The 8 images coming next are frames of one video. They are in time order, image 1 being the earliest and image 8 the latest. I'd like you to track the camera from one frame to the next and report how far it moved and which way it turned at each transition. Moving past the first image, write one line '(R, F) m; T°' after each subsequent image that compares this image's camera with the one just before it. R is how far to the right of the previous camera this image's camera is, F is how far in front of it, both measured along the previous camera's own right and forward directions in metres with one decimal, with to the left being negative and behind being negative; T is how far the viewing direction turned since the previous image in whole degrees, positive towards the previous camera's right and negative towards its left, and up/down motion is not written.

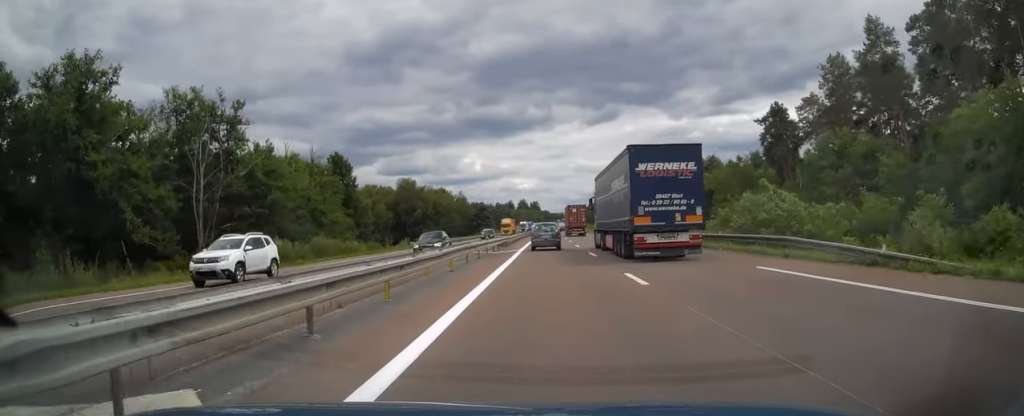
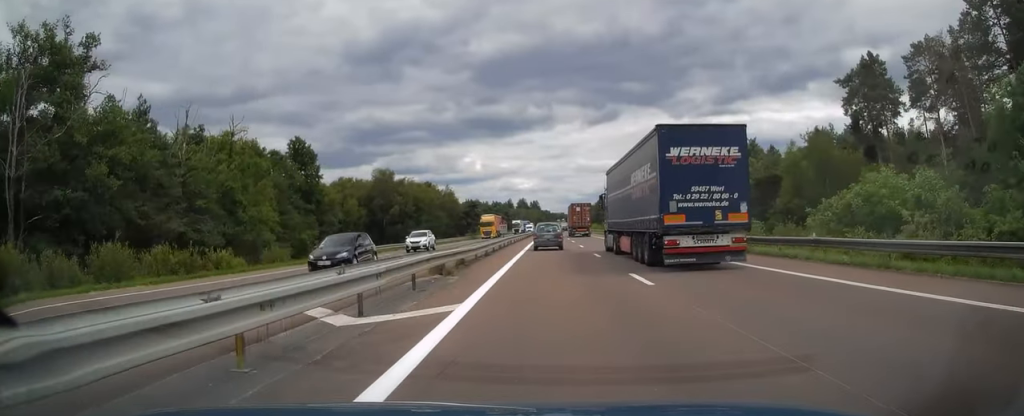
(+0.1, +26.4) m; 0°
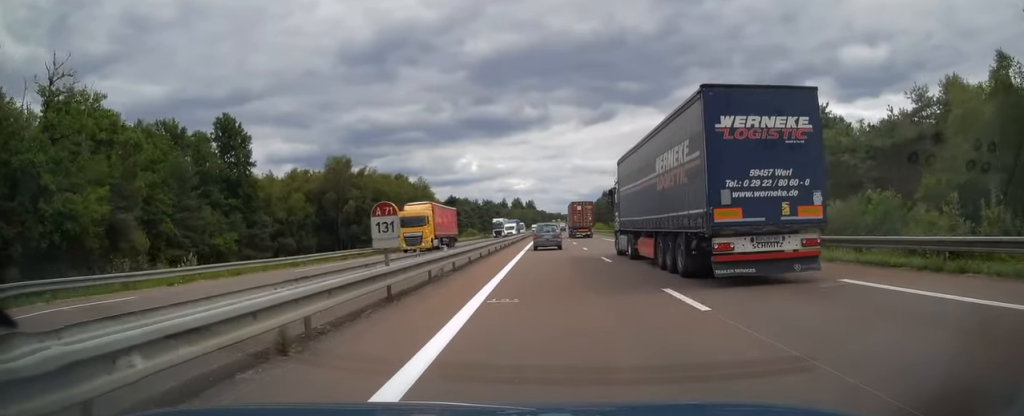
(-0.1, +30.7) m; 0°
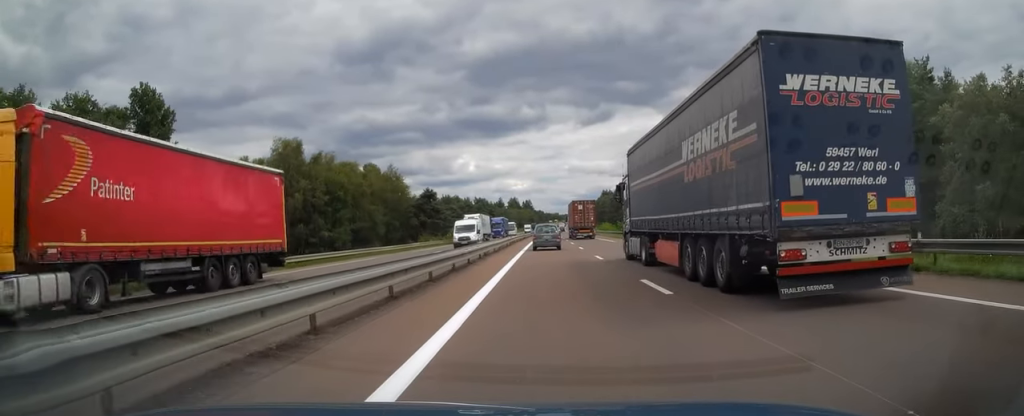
(+0.3, +24.0) m; 0°
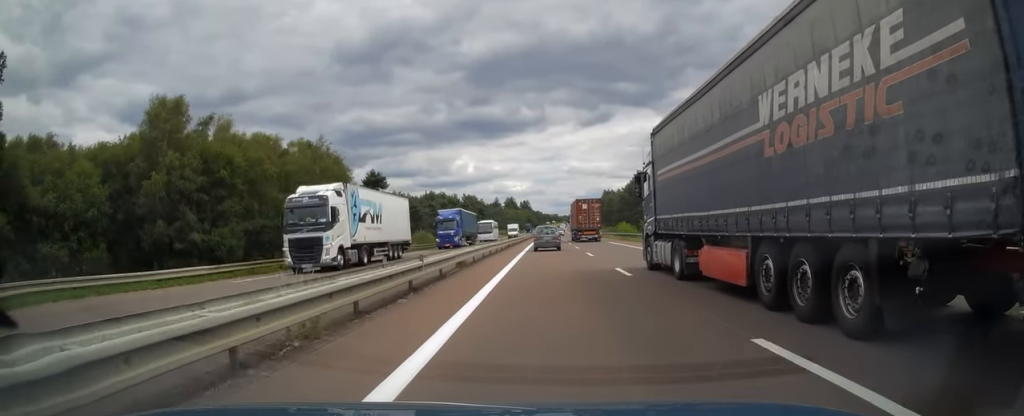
(-0.1, +34.1) m; 0°
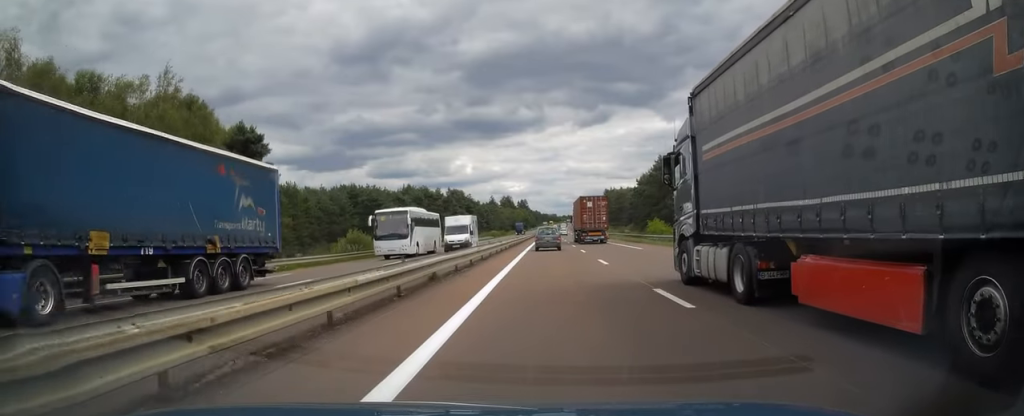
(0.0, +33.0) m; 0°
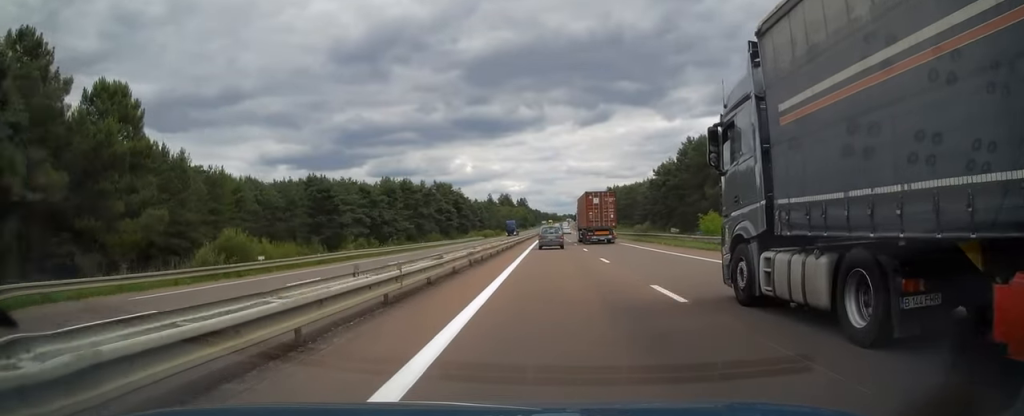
(0.0, +25.1) m; 0°
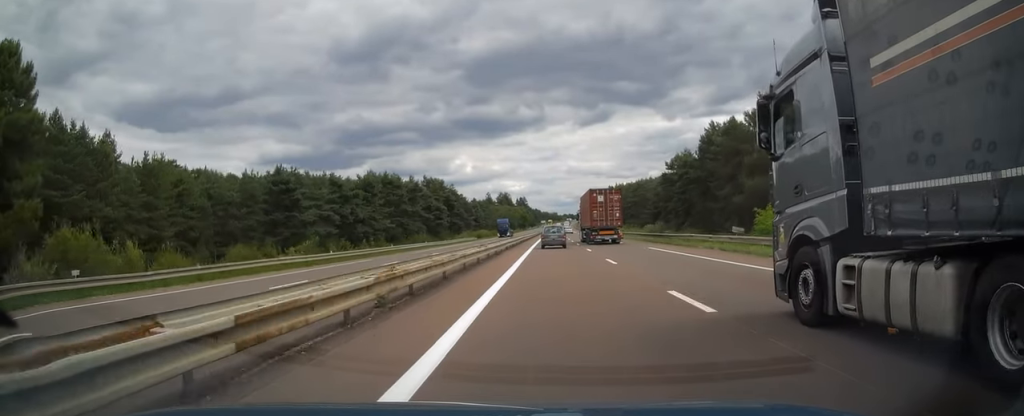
(0.0, +14.2) m; 0°
